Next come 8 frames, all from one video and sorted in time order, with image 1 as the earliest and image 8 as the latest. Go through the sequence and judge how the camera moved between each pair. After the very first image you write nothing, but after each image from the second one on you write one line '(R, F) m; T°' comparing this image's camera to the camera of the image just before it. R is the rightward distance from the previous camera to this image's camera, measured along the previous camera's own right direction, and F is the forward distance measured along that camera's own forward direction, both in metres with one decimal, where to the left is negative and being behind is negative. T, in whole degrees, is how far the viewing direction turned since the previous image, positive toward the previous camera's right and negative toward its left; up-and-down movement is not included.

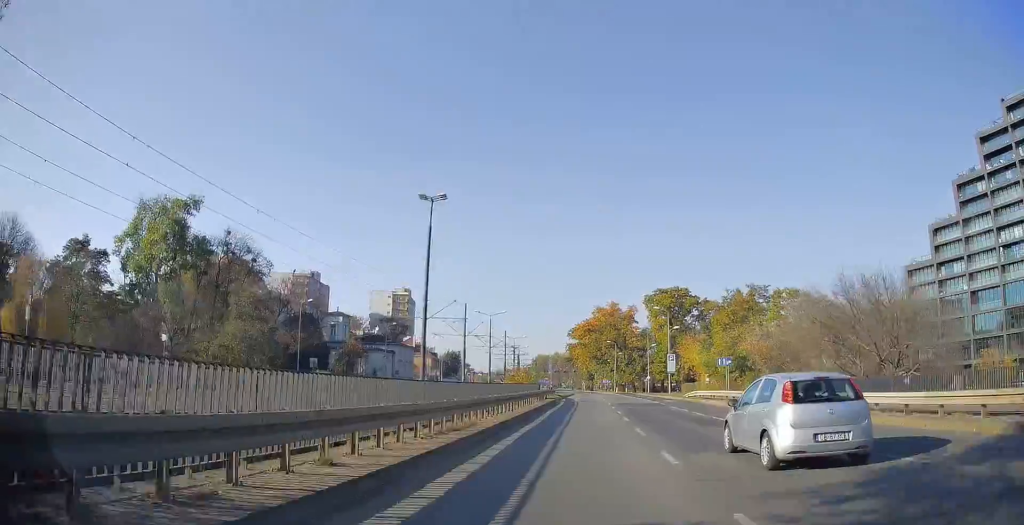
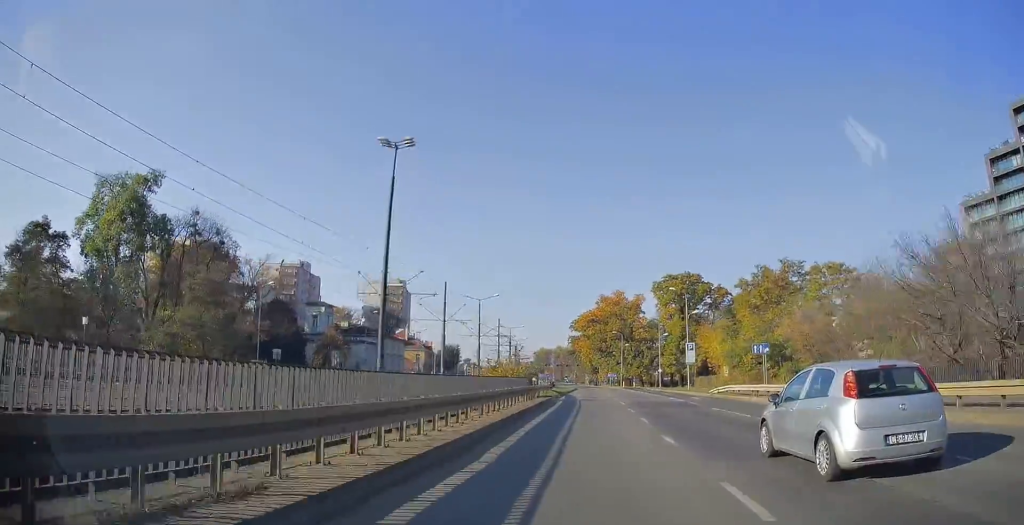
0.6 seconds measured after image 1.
(-0.1, +10.3) m; 0°
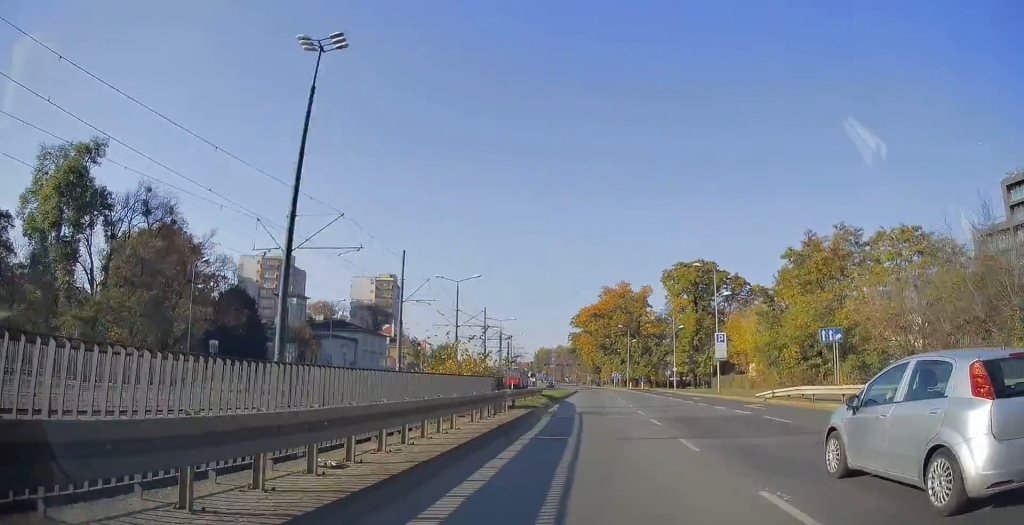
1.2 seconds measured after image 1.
(0.0, +12.5) m; 0°
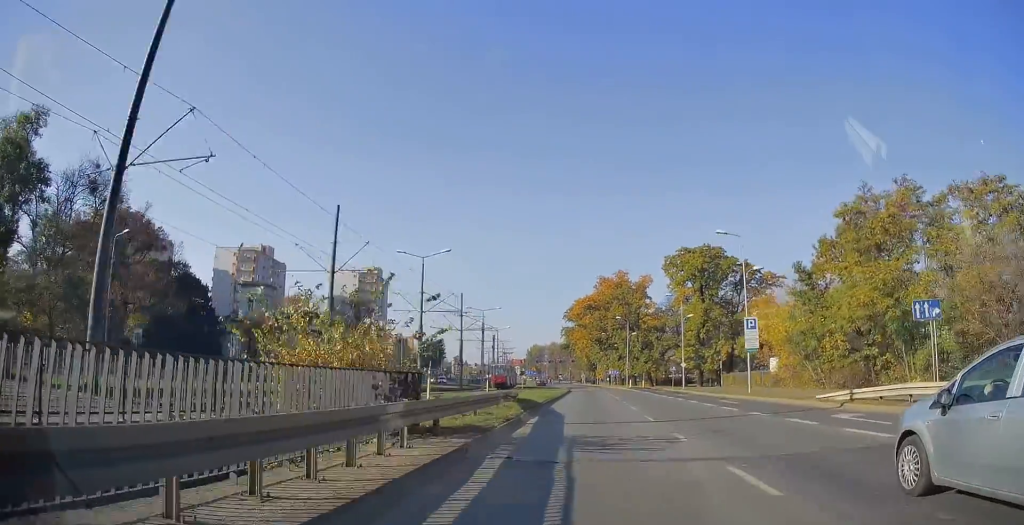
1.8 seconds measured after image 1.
(0.0, +10.1) m; 0°
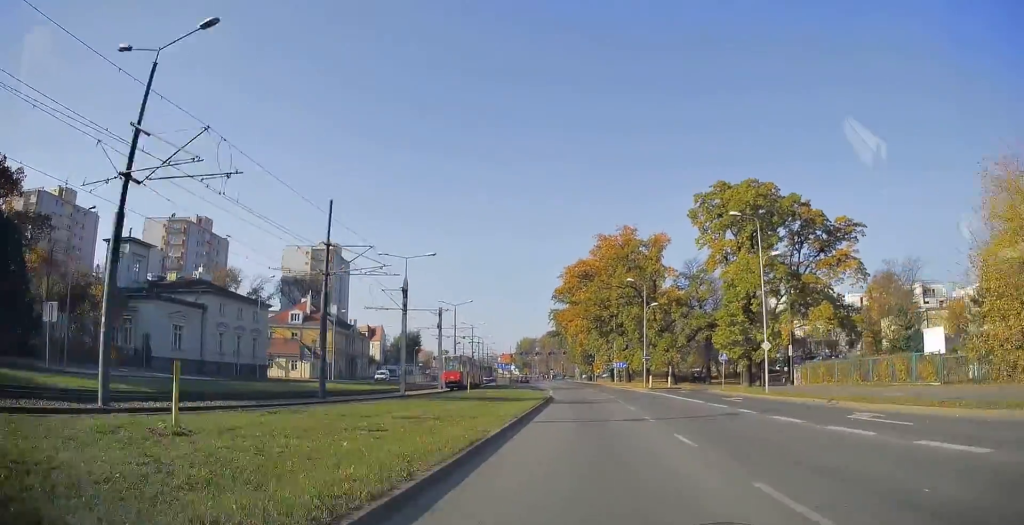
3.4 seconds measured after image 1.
(0.0, +31.2) m; +1°
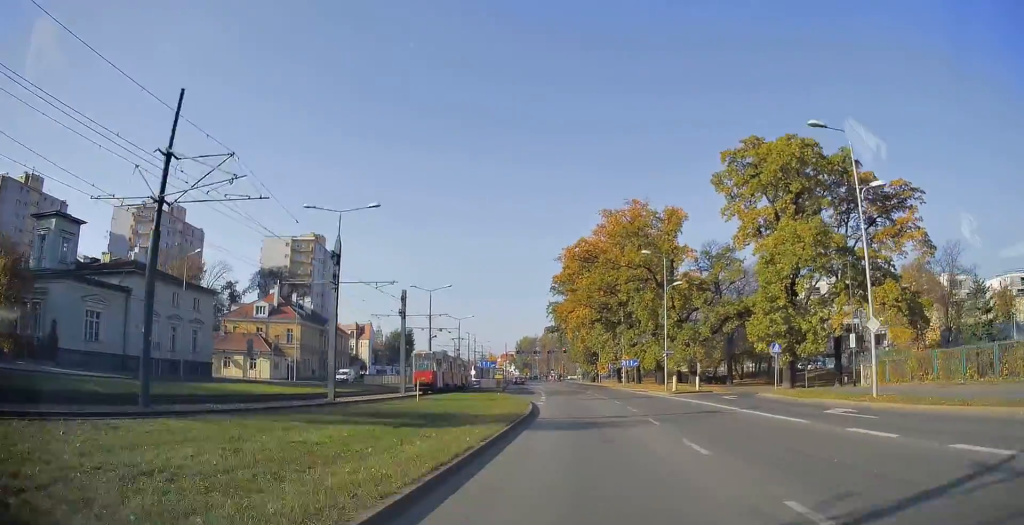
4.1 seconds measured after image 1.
(+0.1, +13.2) m; 0°
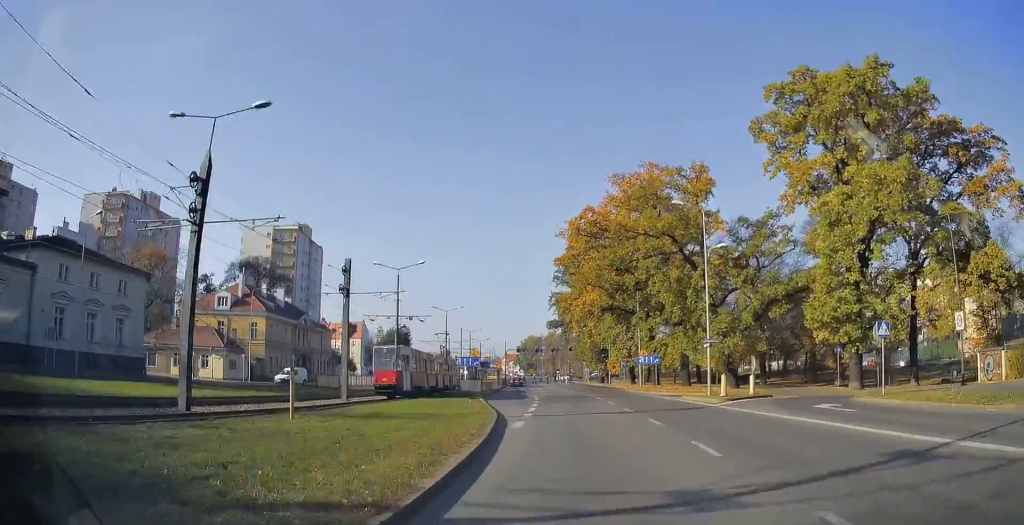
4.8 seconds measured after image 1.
(+0.3, +13.1) m; -1°
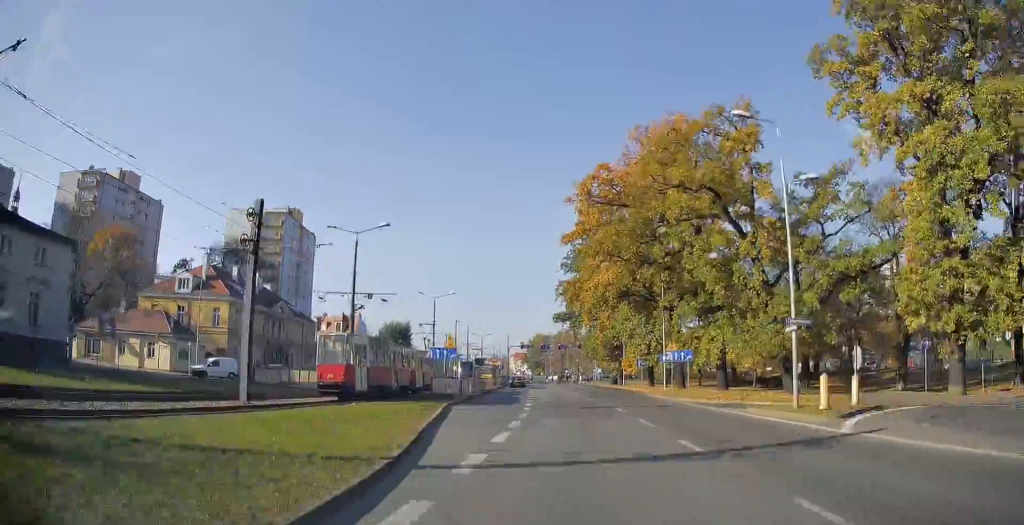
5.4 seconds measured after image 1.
(-0.6, +11.4) m; -1°
